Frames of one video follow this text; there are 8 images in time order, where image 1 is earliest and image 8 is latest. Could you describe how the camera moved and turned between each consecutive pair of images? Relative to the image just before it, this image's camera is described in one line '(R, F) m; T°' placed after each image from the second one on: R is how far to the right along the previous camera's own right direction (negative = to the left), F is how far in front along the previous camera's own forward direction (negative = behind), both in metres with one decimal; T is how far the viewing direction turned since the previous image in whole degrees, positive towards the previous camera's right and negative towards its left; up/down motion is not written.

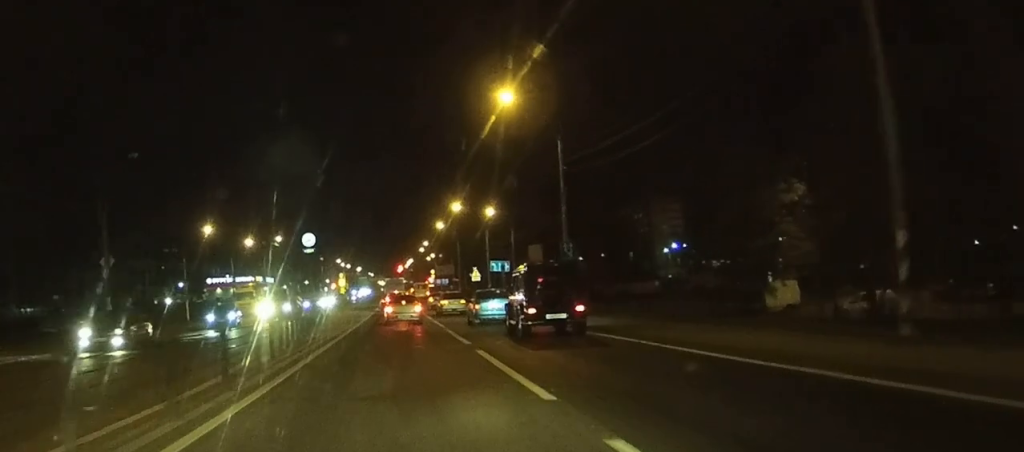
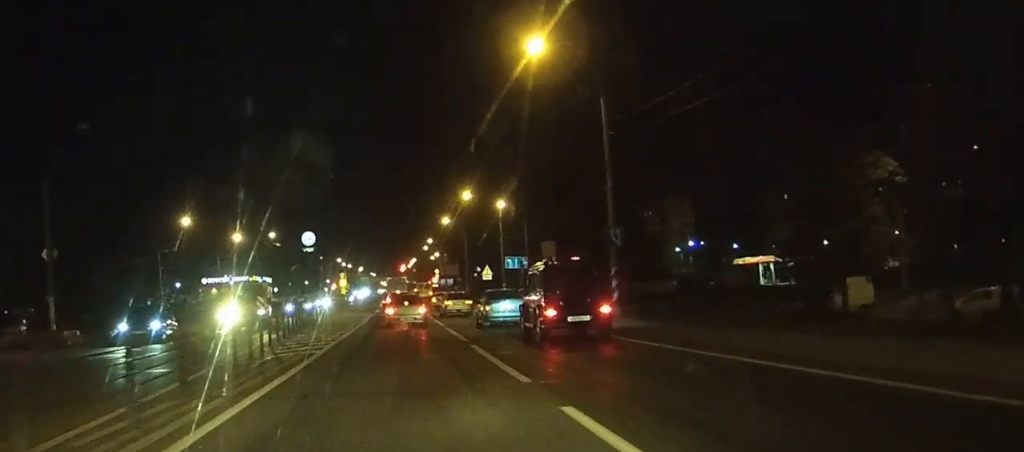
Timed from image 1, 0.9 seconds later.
(0.0, +9.5) m; 0°
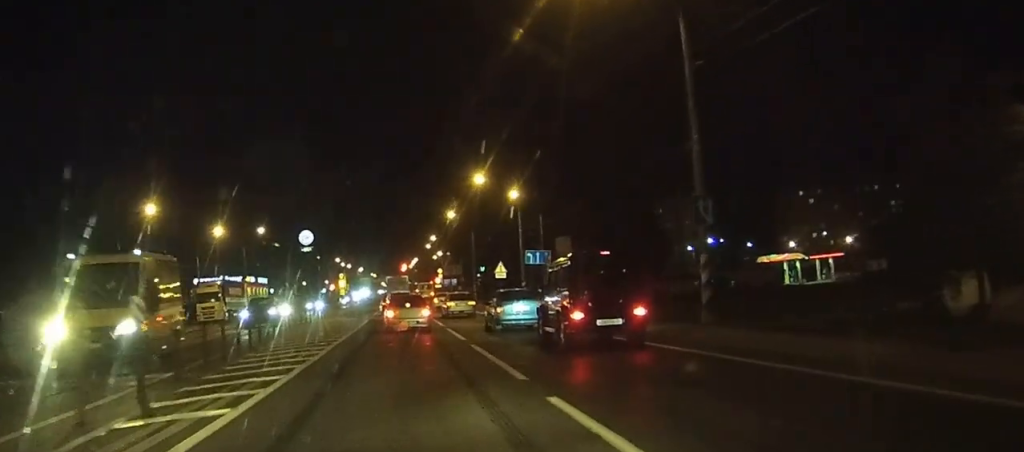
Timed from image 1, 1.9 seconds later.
(0.0, +10.7) m; -1°
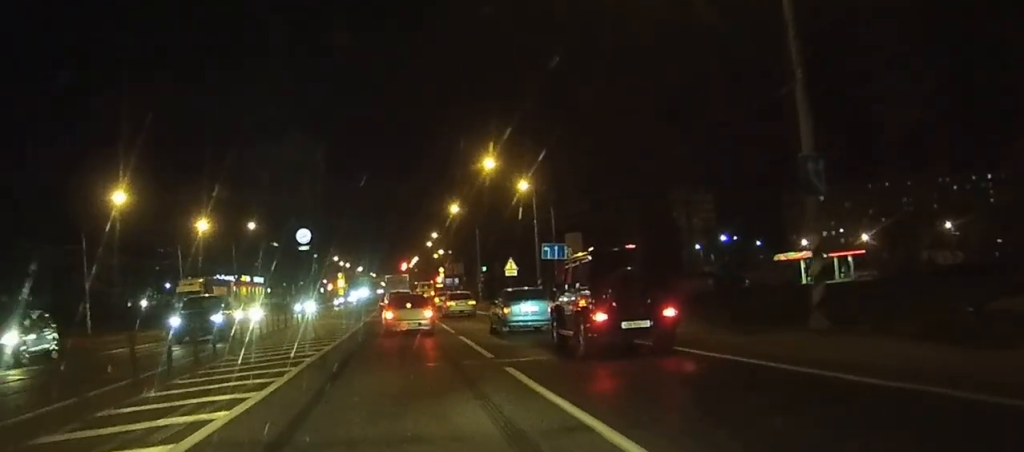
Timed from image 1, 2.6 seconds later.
(-0.1, +7.1) m; -1°
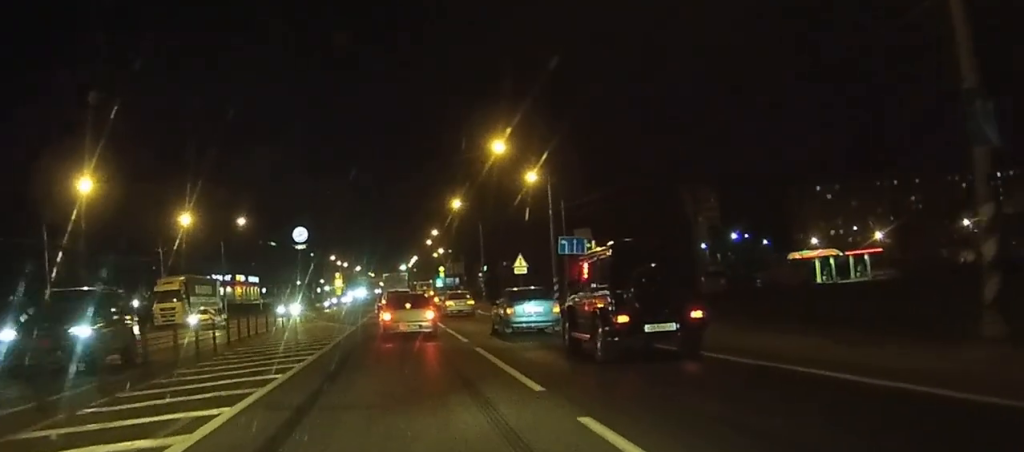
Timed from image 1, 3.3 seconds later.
(-0.1, +6.1) m; 0°
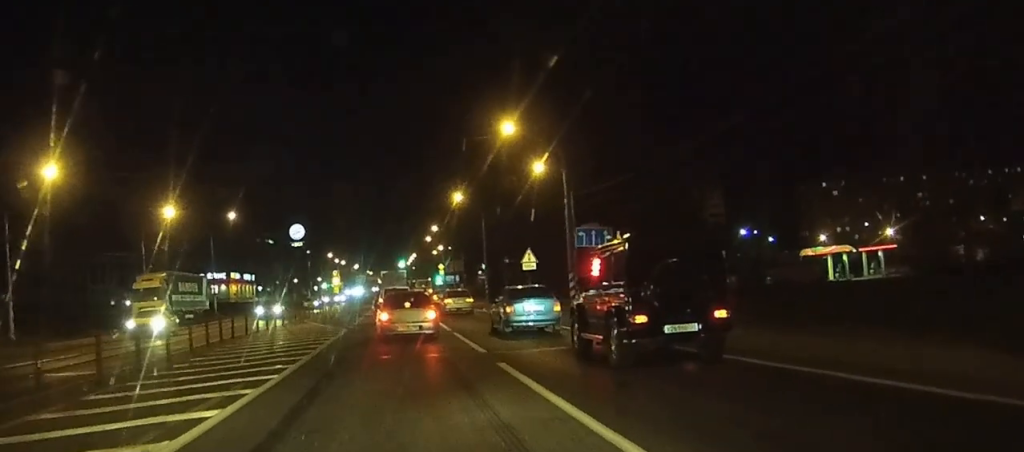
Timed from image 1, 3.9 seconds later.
(+0.1, +4.8) m; +1°
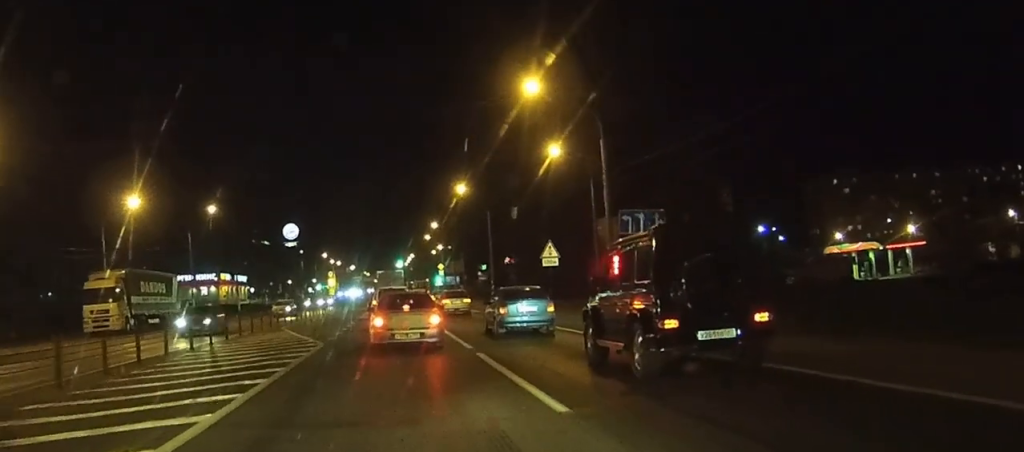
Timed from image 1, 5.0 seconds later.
(0.0, +8.7) m; +1°
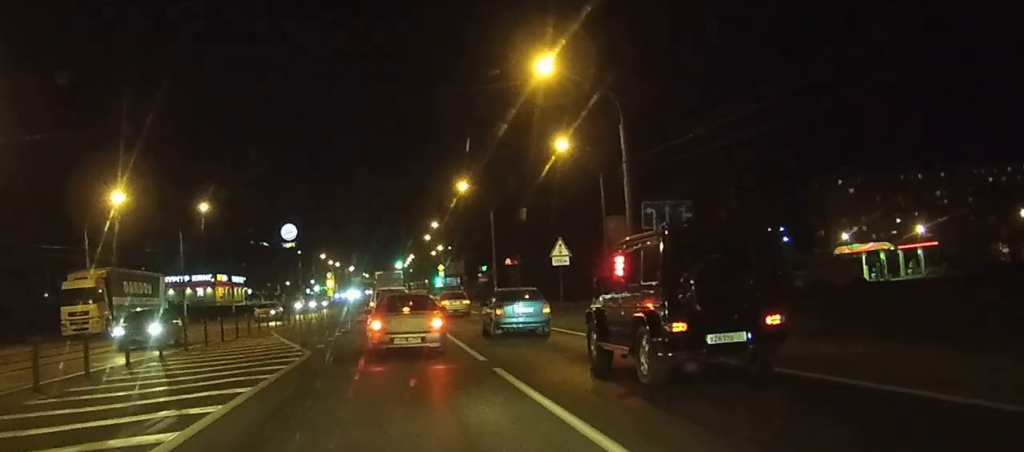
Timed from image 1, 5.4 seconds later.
(0.0, +3.2) m; 0°
